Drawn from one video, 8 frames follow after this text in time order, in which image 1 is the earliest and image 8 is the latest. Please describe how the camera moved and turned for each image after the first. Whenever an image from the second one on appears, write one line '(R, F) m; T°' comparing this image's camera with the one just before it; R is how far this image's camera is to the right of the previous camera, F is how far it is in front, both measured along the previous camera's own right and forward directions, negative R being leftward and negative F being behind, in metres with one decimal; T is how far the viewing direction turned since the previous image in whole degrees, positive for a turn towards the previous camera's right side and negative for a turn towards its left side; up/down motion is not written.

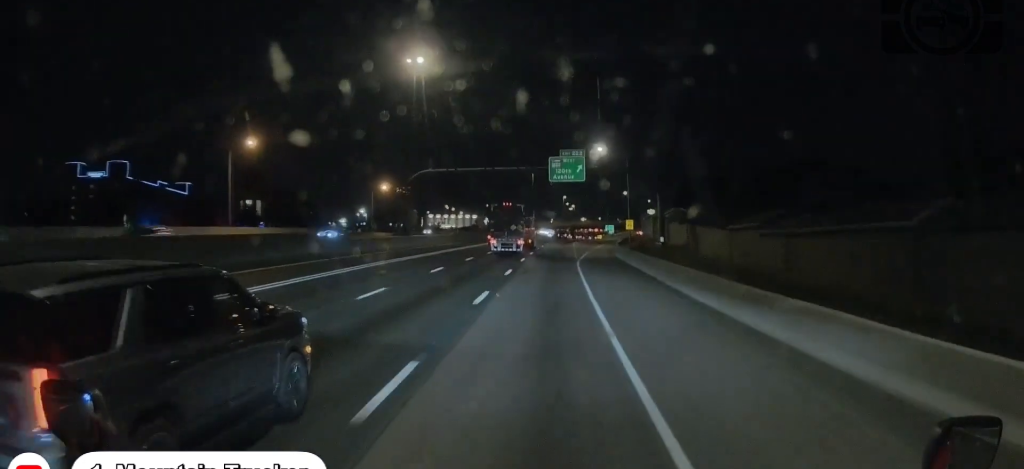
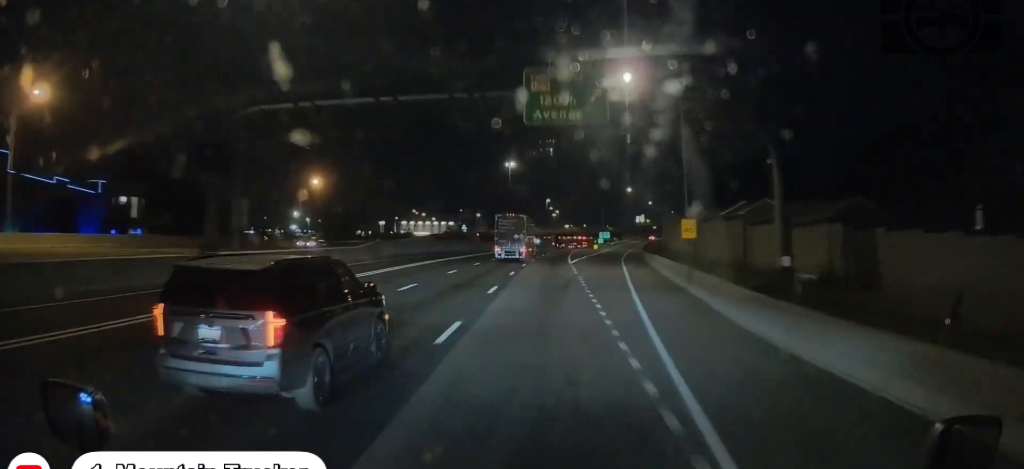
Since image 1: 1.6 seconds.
(+1.0, +42.2) m; +3°
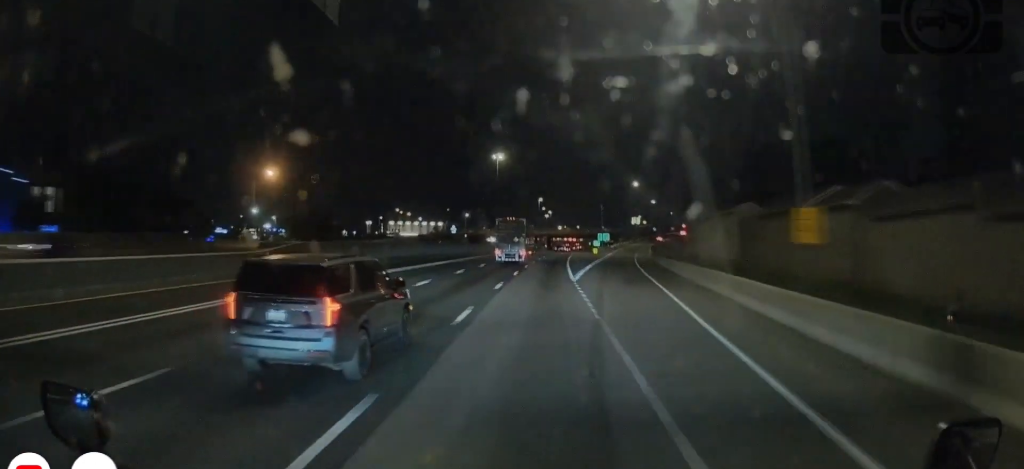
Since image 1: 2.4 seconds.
(+0.1, +20.5) m; 0°
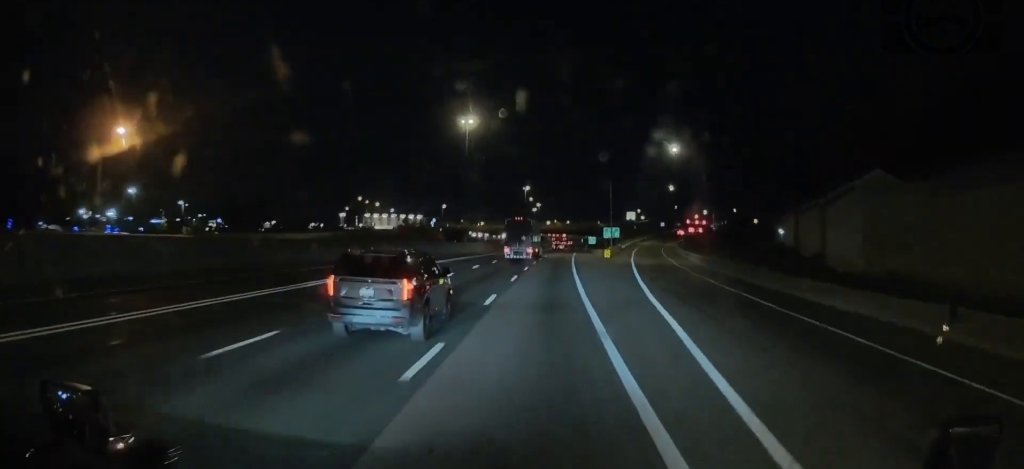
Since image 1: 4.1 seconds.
(0.0, +42.7) m; 0°
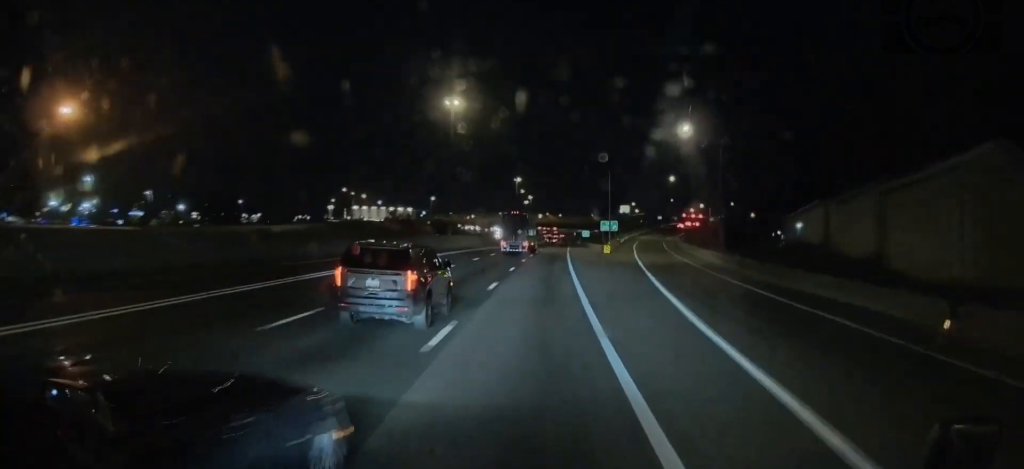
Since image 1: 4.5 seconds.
(0.0, +10.2) m; 0°
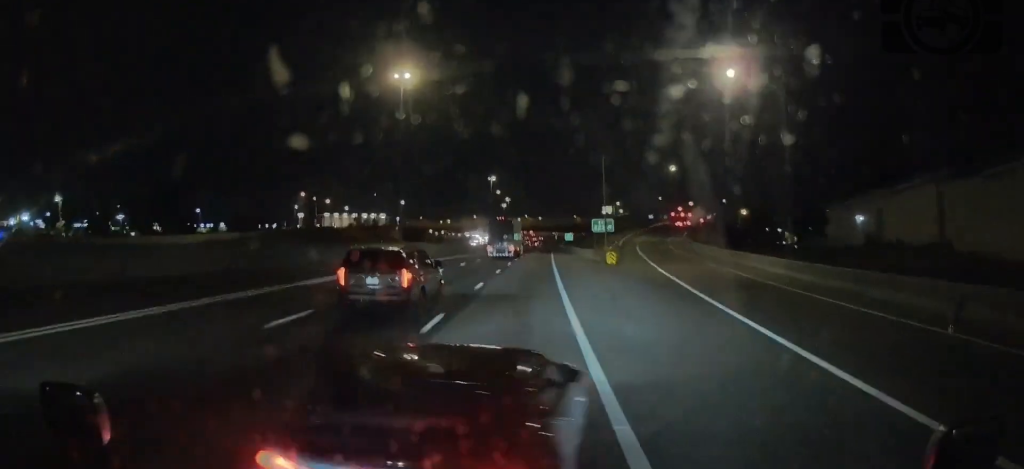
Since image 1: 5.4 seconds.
(+0.1, +22.0) m; +1°
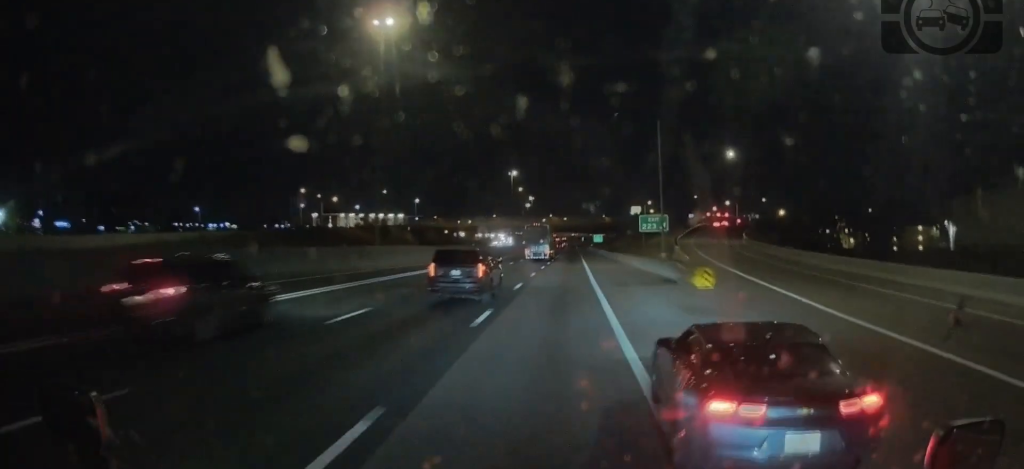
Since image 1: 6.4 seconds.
(+0.2, +24.8) m; +1°
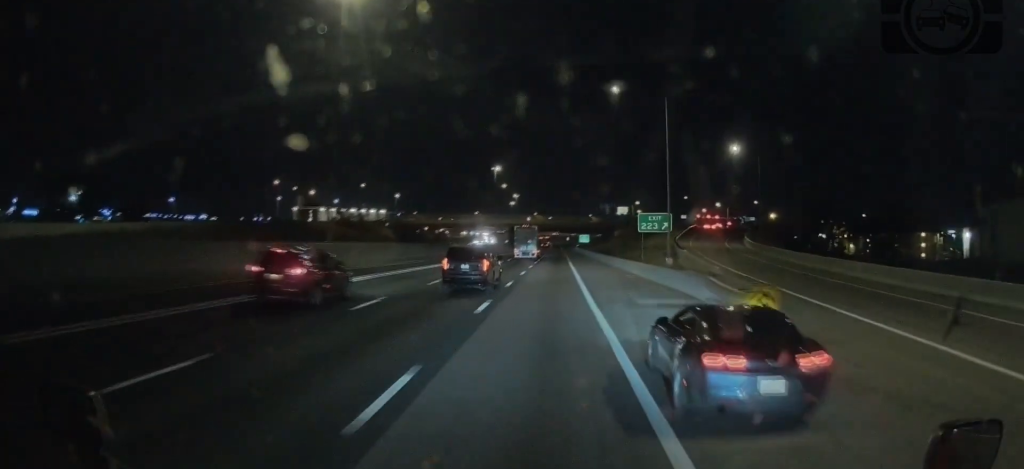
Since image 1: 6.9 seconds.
(+0.1, +11.1) m; 0°
